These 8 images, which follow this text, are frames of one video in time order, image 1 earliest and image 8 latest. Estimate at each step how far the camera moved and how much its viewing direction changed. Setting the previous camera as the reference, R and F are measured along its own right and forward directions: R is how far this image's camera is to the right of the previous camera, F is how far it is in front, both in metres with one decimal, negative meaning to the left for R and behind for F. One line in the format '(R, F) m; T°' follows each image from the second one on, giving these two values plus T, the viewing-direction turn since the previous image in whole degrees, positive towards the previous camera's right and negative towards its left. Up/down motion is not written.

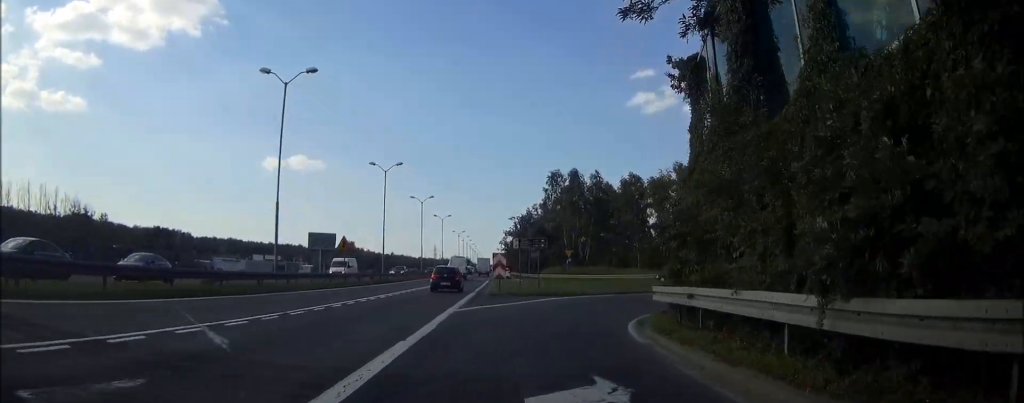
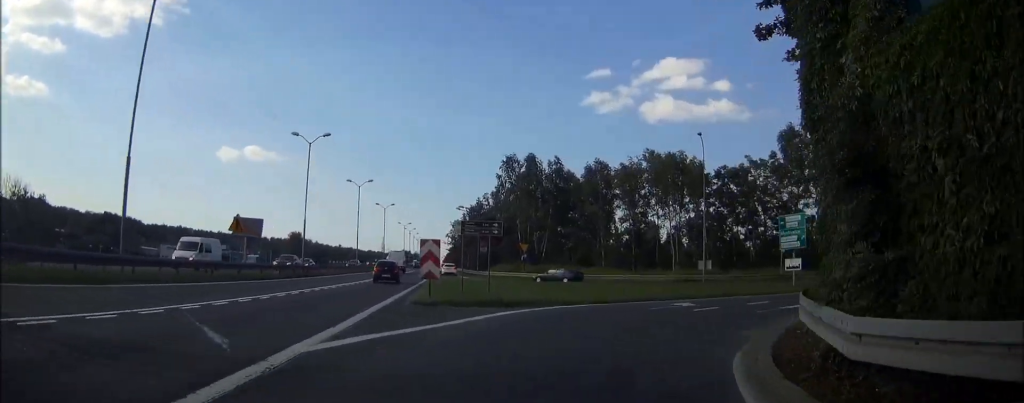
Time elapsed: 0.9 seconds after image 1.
(+0.5, +10.7) m; +11°
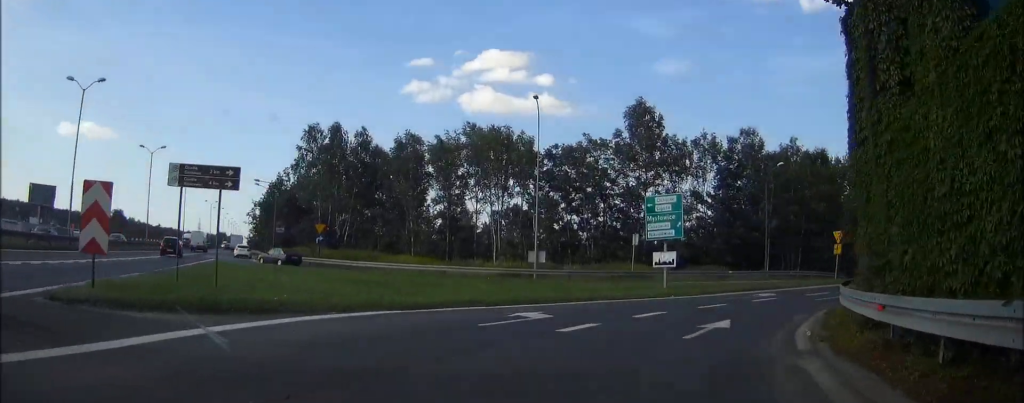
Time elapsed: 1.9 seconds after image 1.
(+1.4, +9.6) m; +19°
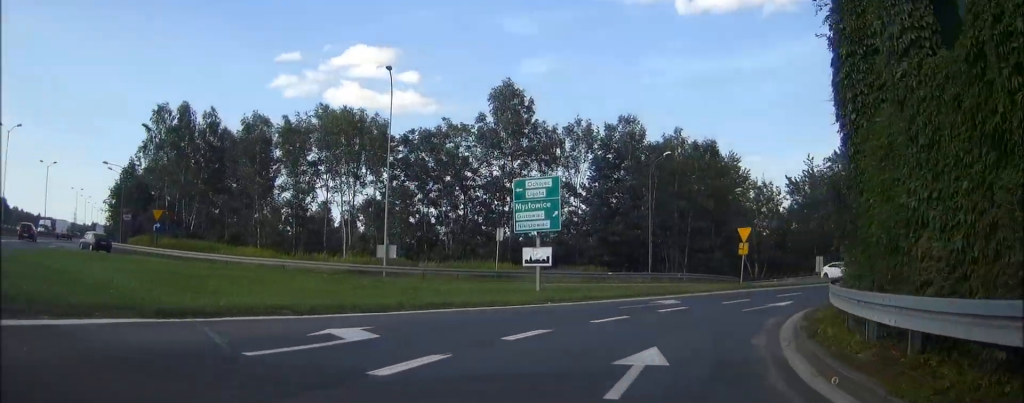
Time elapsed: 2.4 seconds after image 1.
(+0.5, +5.5) m; +10°
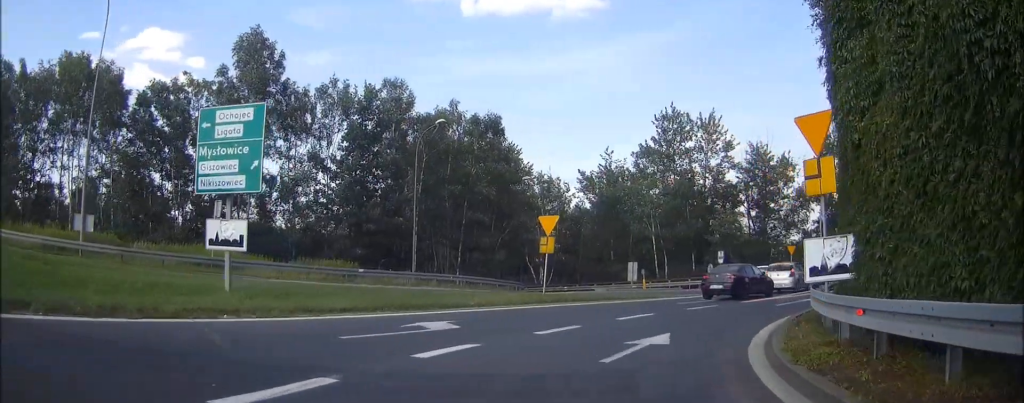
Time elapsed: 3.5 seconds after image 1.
(+1.6, +9.5) m; +13°
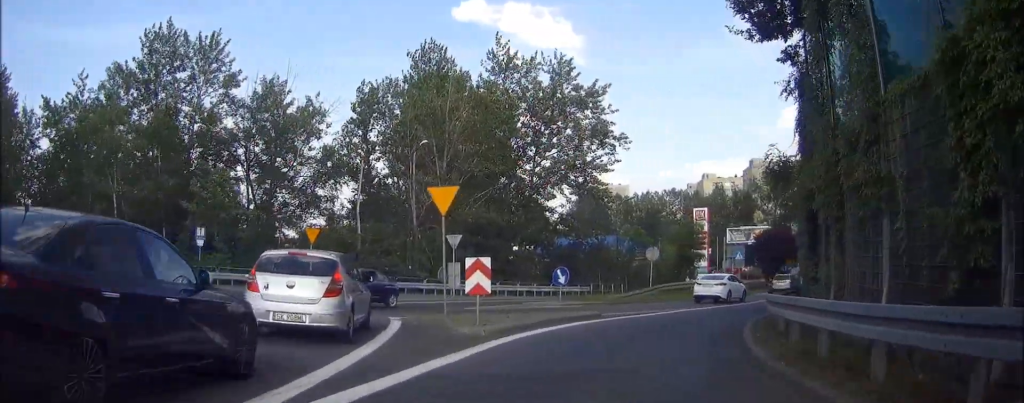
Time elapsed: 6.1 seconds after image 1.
(+6.6, +20.5) m; +42°
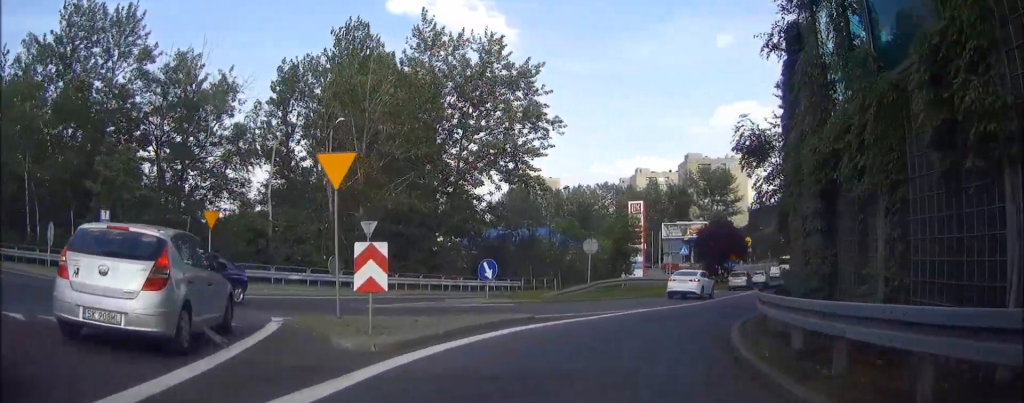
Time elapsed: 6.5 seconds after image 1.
(+0.4, +3.7) m; +5°
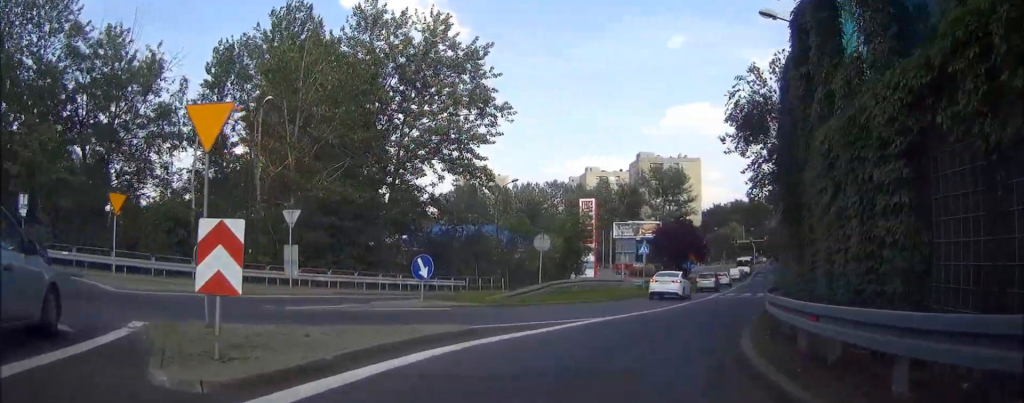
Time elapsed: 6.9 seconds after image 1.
(+0.4, +3.7) m; +4°
